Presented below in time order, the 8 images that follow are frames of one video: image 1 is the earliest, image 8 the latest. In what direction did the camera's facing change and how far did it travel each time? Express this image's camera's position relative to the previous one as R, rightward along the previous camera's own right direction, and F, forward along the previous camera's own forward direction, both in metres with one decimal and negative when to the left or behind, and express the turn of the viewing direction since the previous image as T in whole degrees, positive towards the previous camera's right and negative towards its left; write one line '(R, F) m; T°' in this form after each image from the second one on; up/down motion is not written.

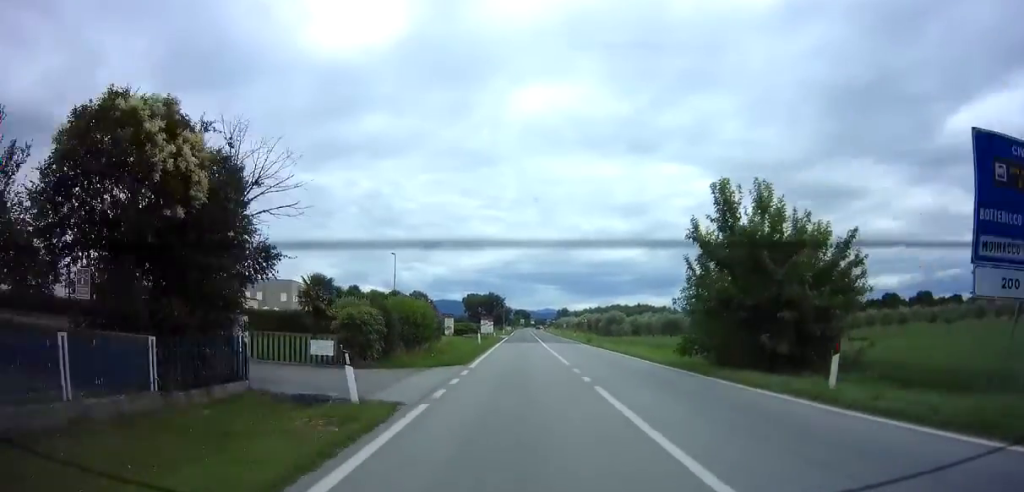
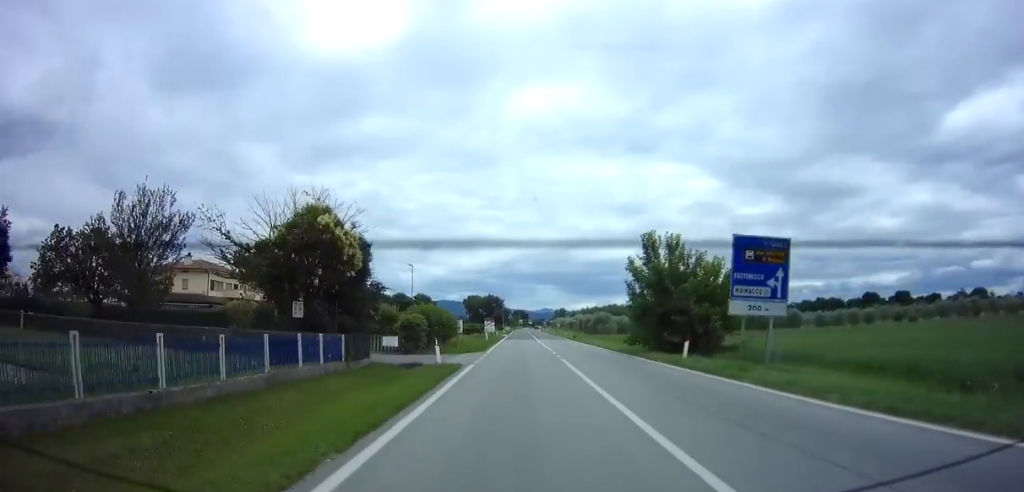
(0.0, +10.7) m; 0°
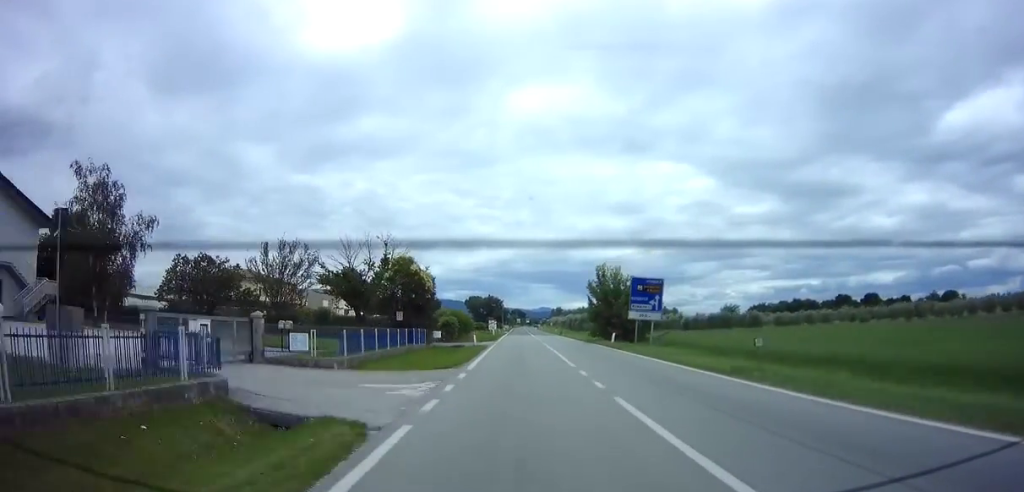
(0.0, +15.8) m; 0°
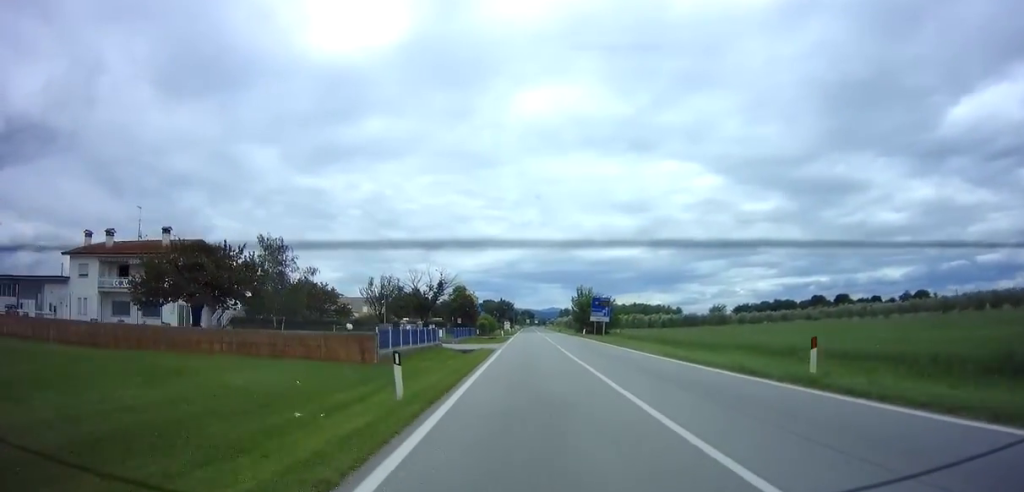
(0.0, +24.7) m; -1°
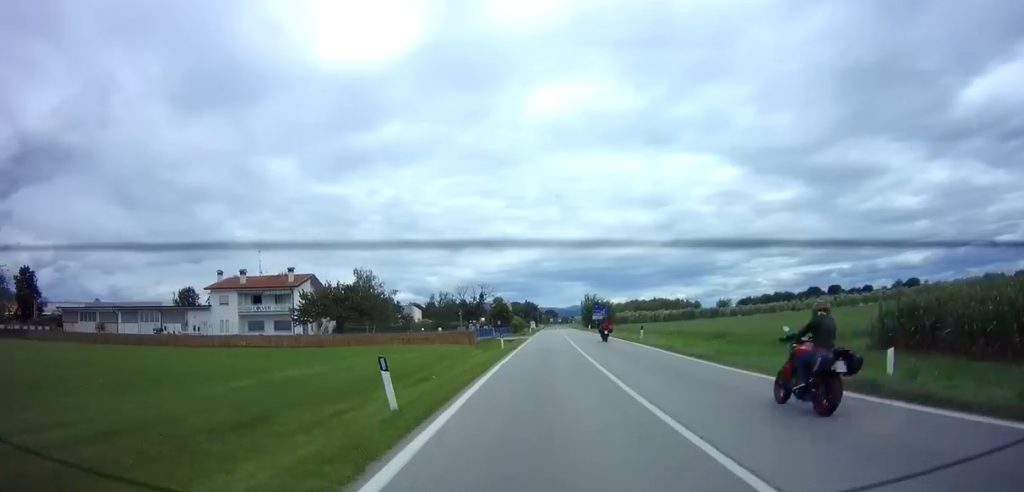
(-0.4, +23.4) m; -3°
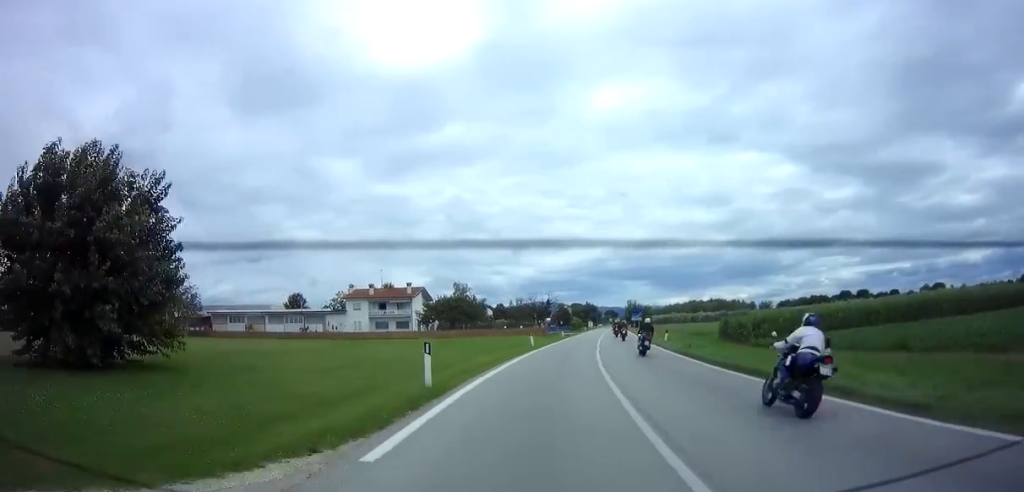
(-0.9, +26.5) m; -6°
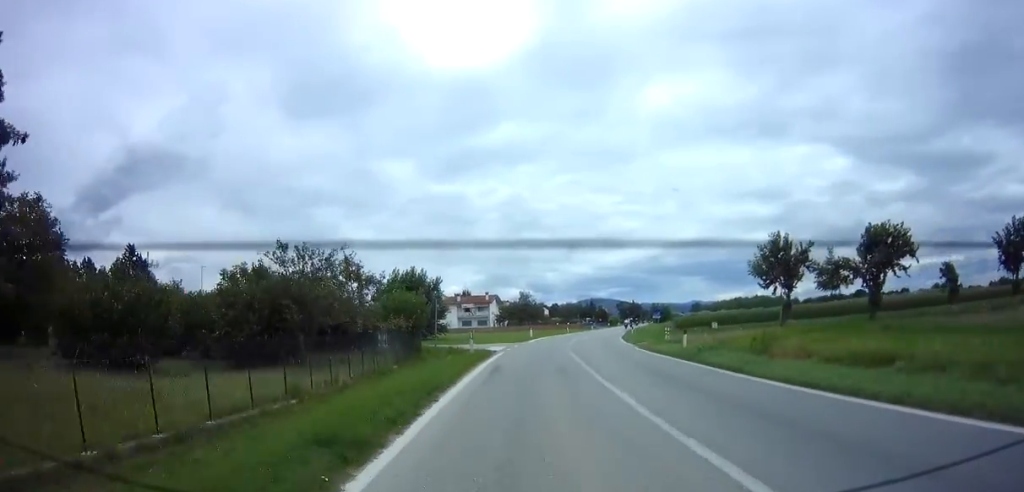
(-2.2, +35.0) m; -5°
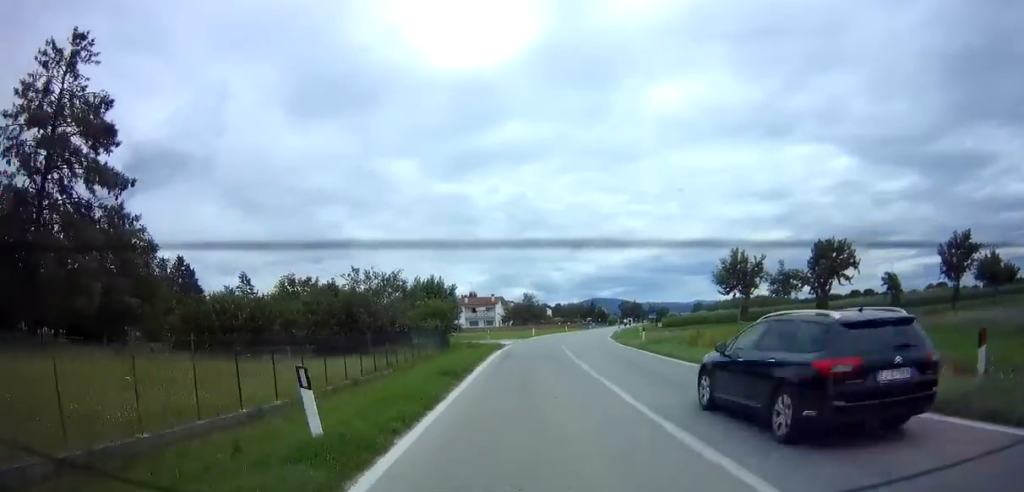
(0.0, +9.0) m; -1°
